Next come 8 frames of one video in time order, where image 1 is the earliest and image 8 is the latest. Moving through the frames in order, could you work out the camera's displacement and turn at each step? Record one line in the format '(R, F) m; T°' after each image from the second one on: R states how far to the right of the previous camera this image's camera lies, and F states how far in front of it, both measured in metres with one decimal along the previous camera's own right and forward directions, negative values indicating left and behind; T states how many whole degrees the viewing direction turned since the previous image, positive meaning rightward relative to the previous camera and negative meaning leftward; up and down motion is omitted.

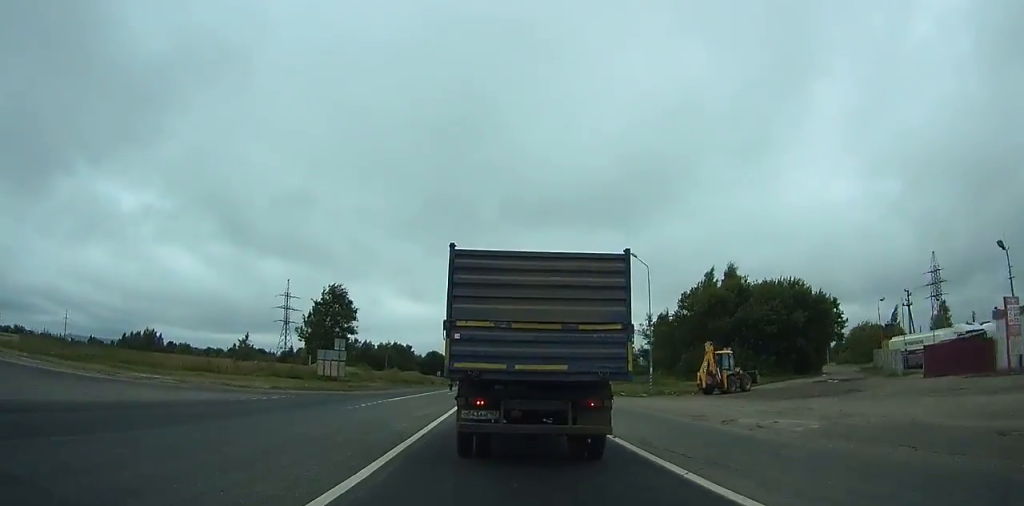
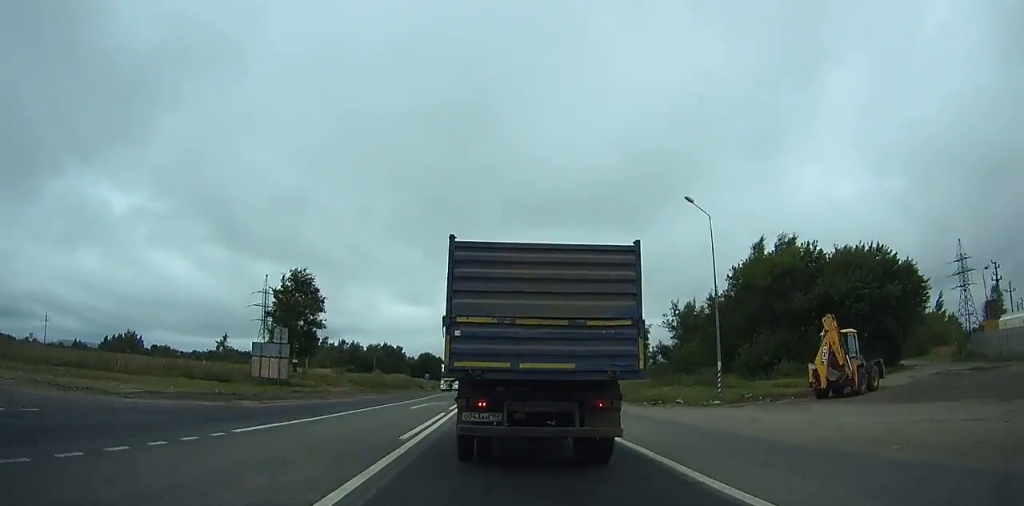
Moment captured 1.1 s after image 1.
(0.0, +14.6) m; 0°
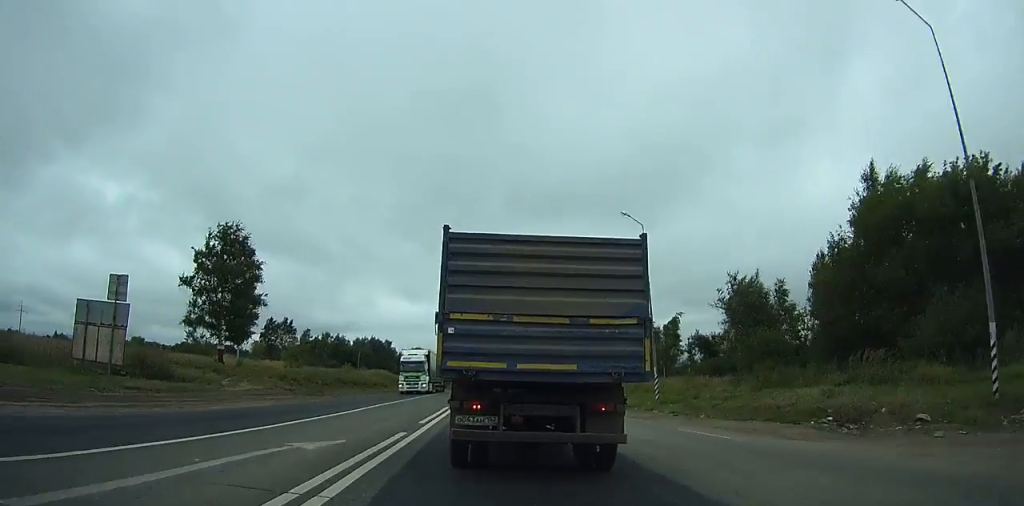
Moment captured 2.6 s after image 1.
(+0.1, +19.4) m; +1°
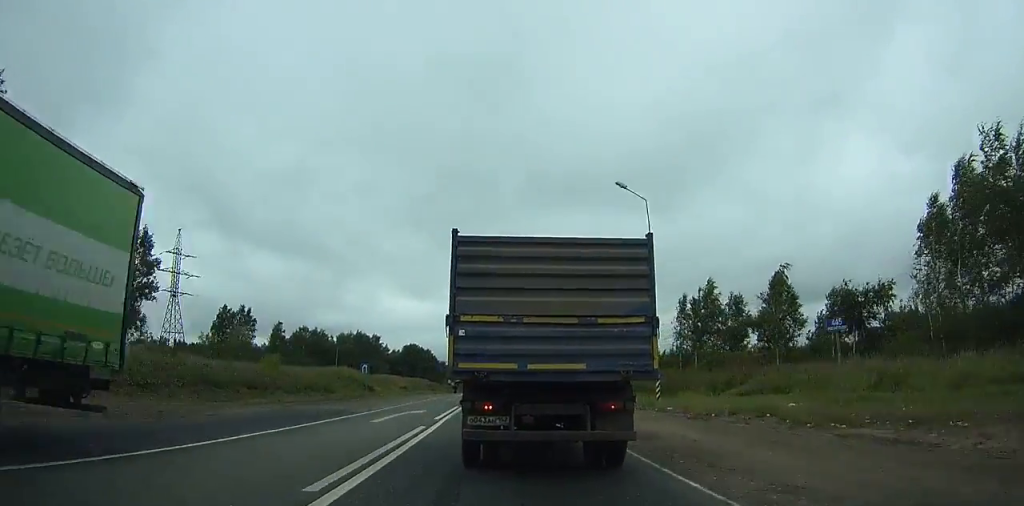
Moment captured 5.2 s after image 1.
(+0.1, +35.5) m; -1°
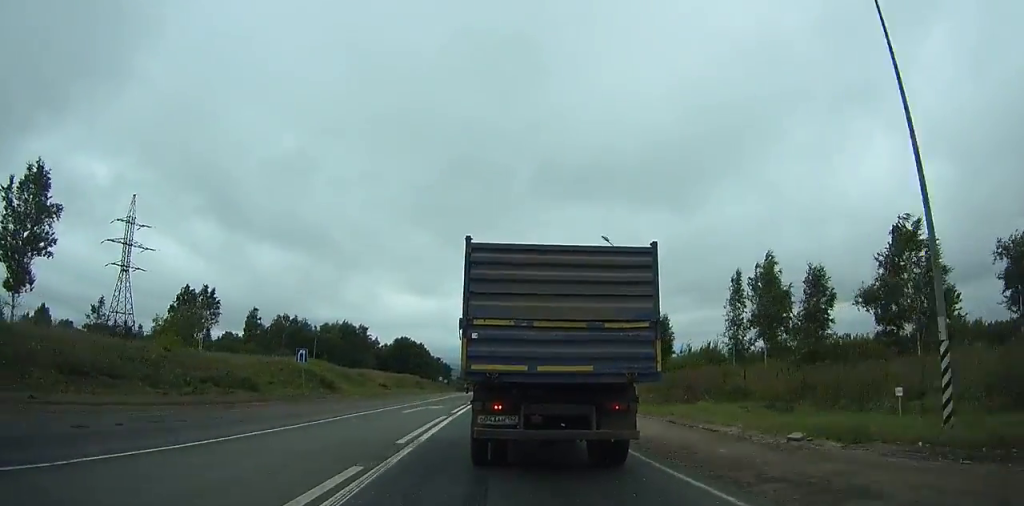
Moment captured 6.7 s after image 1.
(+0.4, +20.3) m; -3°
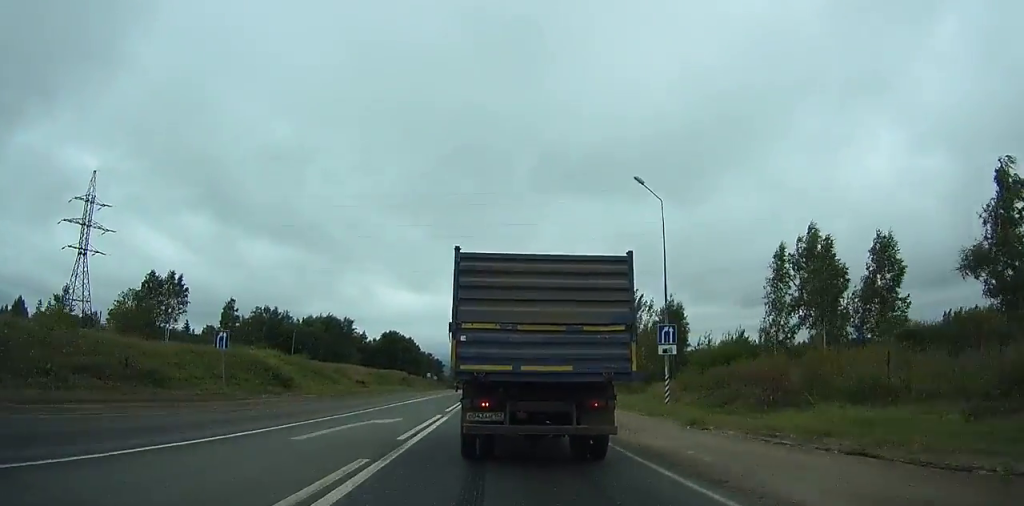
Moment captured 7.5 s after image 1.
(-1.1, +12.1) m; +3°
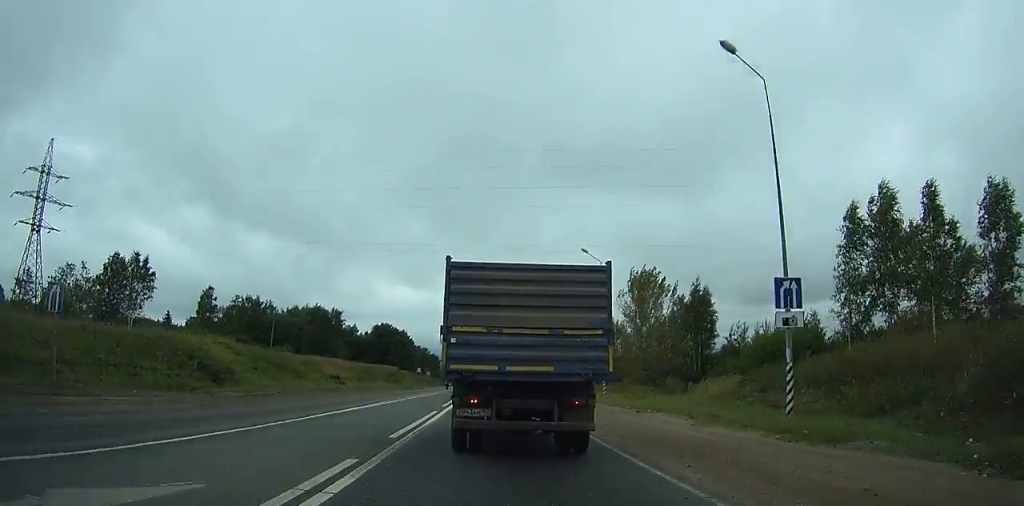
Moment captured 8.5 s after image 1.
(-1.7, +13.0) m; +3°
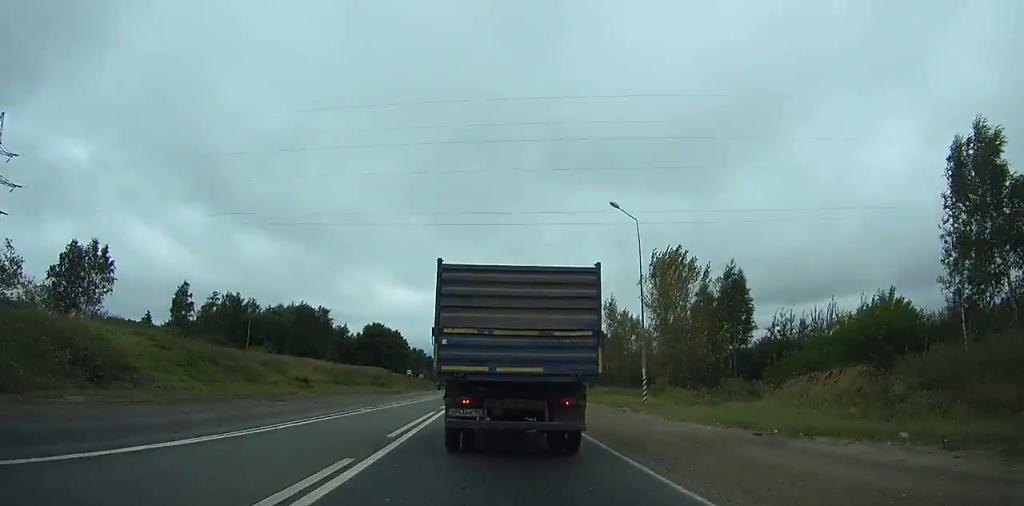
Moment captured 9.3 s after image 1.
(+1.7, +12.0) m; +2°
